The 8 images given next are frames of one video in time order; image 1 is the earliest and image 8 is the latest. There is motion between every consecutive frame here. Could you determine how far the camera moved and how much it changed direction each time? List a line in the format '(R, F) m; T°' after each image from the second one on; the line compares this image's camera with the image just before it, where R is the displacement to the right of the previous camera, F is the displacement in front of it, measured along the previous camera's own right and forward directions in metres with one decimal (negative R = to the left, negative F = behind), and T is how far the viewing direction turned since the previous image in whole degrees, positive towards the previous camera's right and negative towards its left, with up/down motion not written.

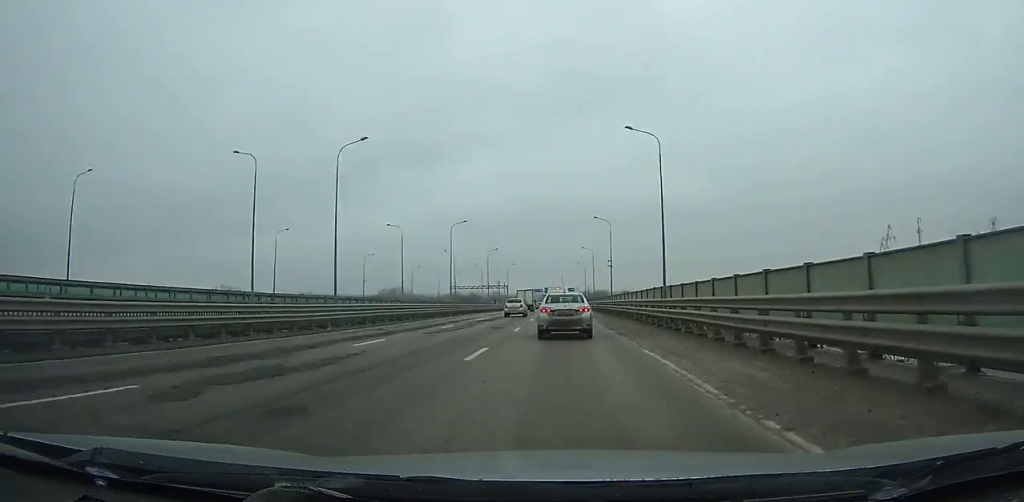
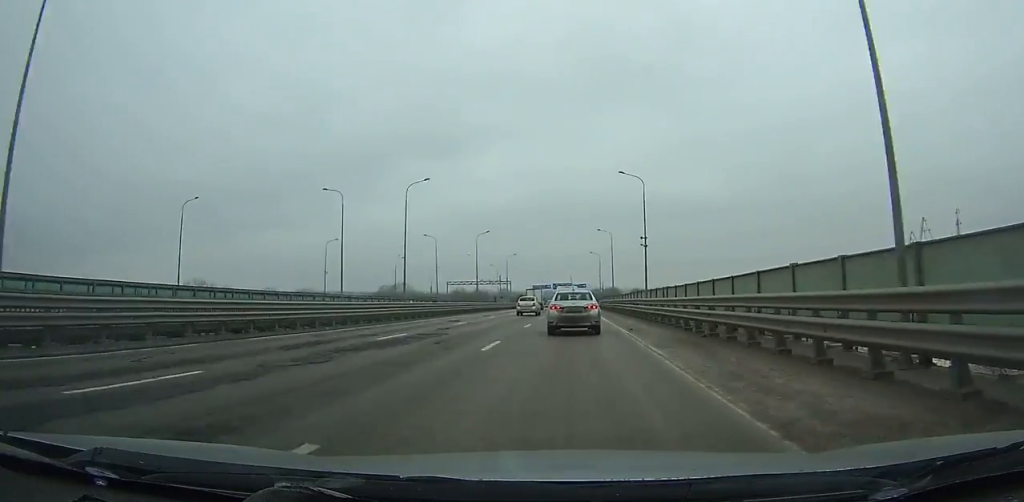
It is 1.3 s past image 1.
(0.0, +21.5) m; 0°
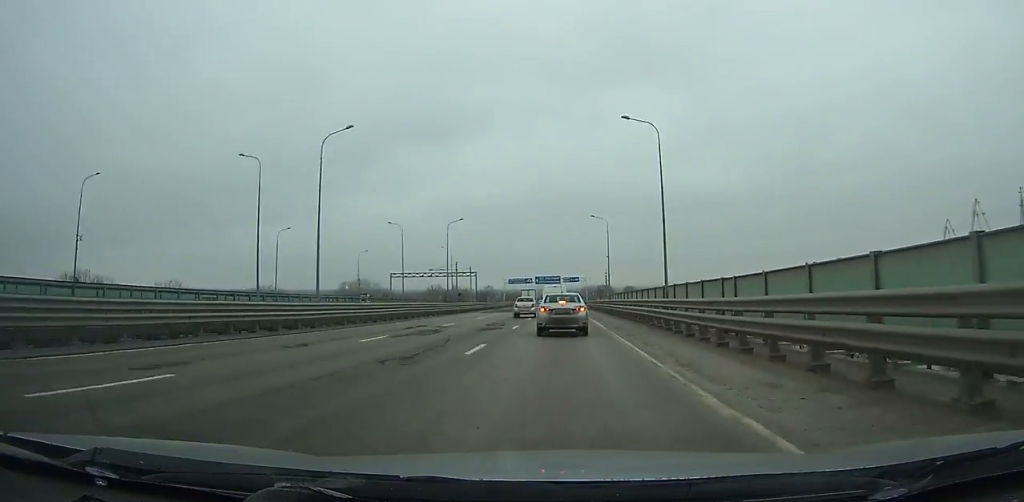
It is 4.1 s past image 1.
(-0.3, +45.7) m; 0°
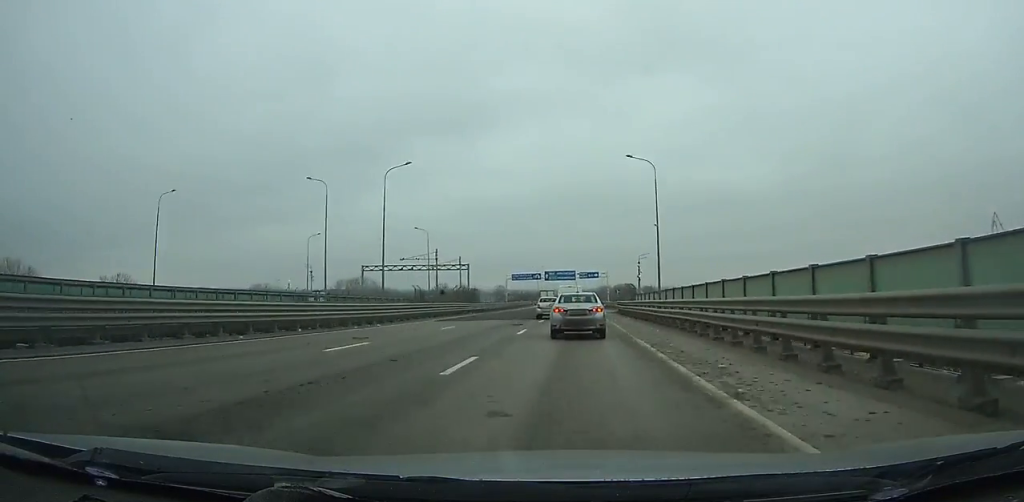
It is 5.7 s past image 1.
(-0.1, +25.5) m; 0°
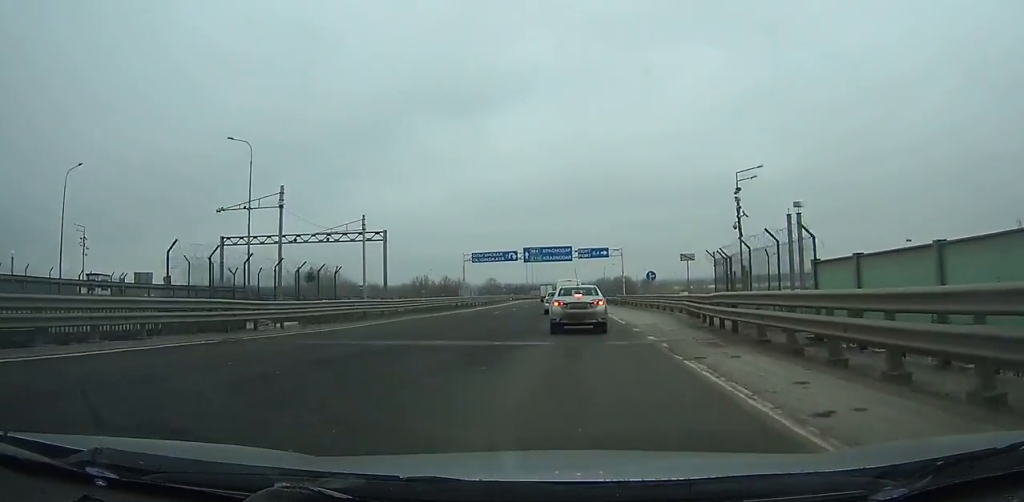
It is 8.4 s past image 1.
(0.0, +42.0) m; 0°
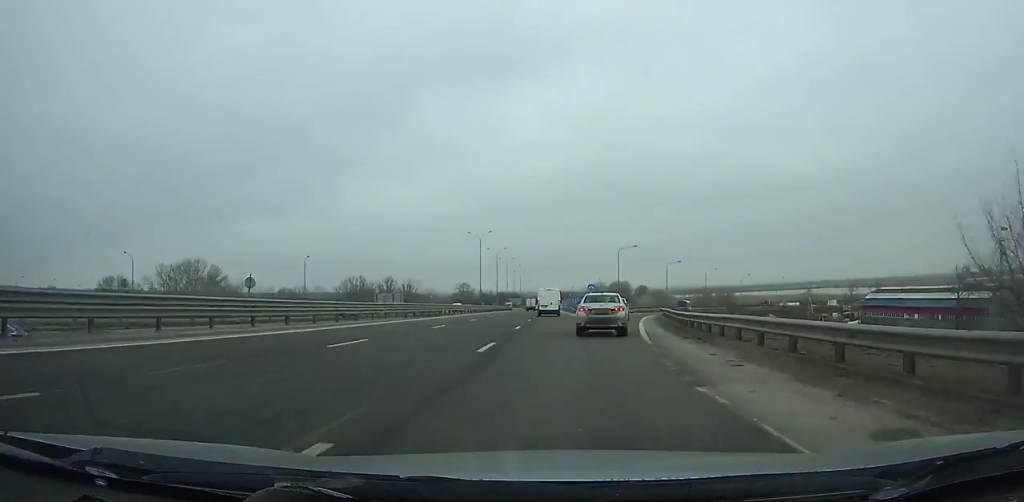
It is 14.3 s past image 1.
(+2.2, +89.1) m; +6°
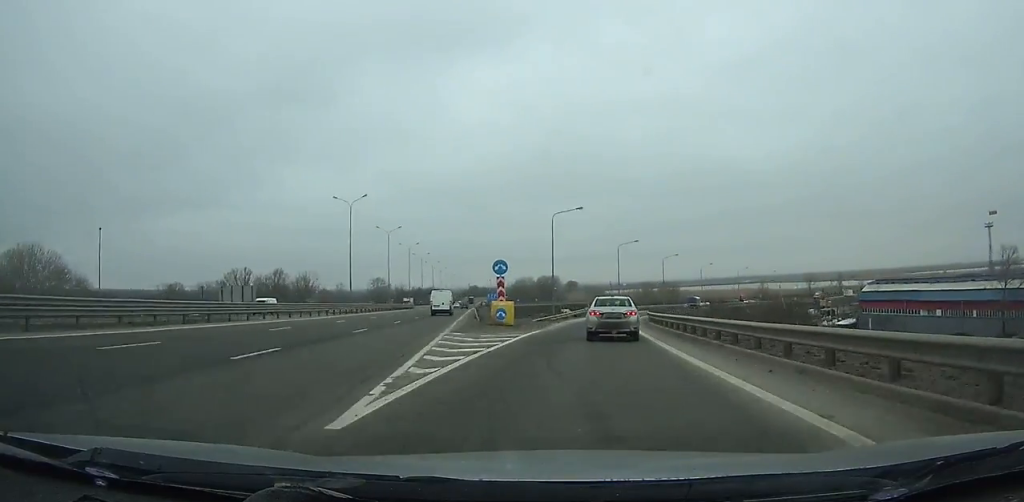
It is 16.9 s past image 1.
(+1.9, +39.2) m; +7°
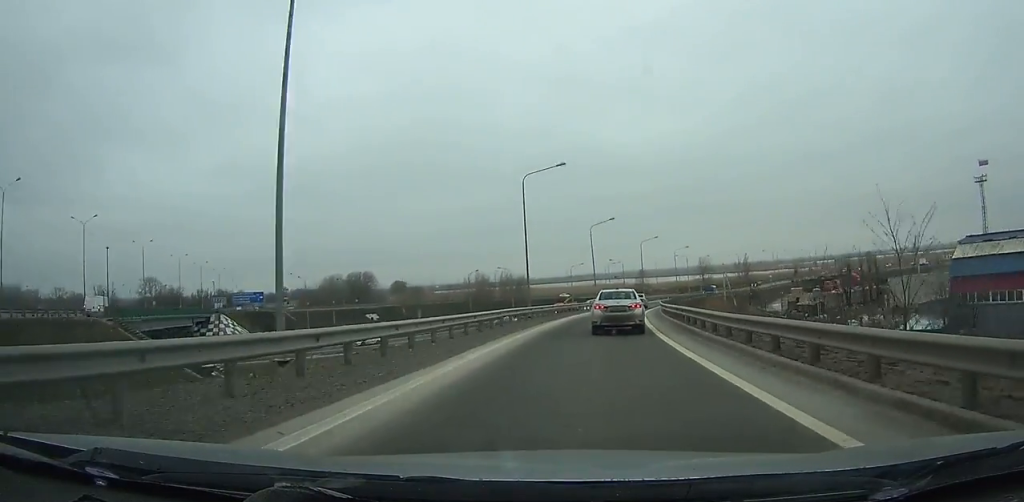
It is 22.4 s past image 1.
(+12.4, +85.0) m; +17°
